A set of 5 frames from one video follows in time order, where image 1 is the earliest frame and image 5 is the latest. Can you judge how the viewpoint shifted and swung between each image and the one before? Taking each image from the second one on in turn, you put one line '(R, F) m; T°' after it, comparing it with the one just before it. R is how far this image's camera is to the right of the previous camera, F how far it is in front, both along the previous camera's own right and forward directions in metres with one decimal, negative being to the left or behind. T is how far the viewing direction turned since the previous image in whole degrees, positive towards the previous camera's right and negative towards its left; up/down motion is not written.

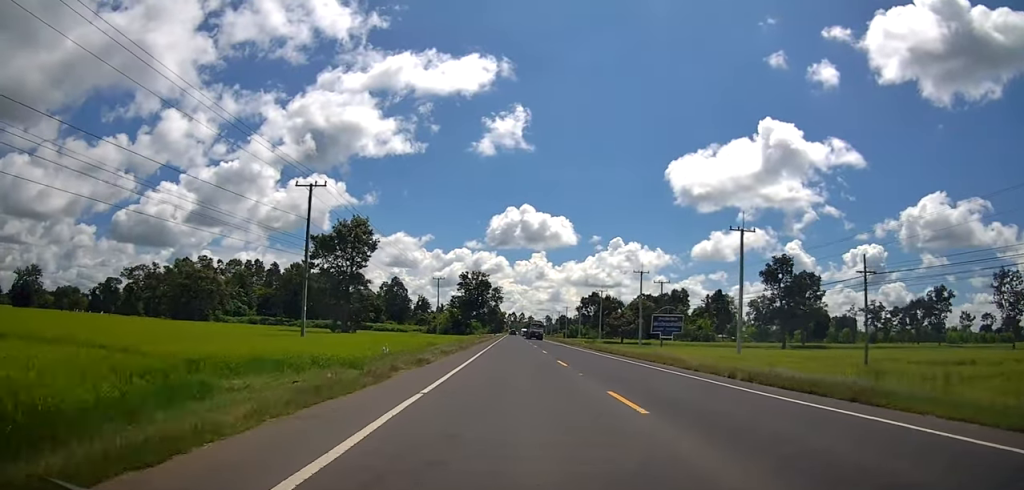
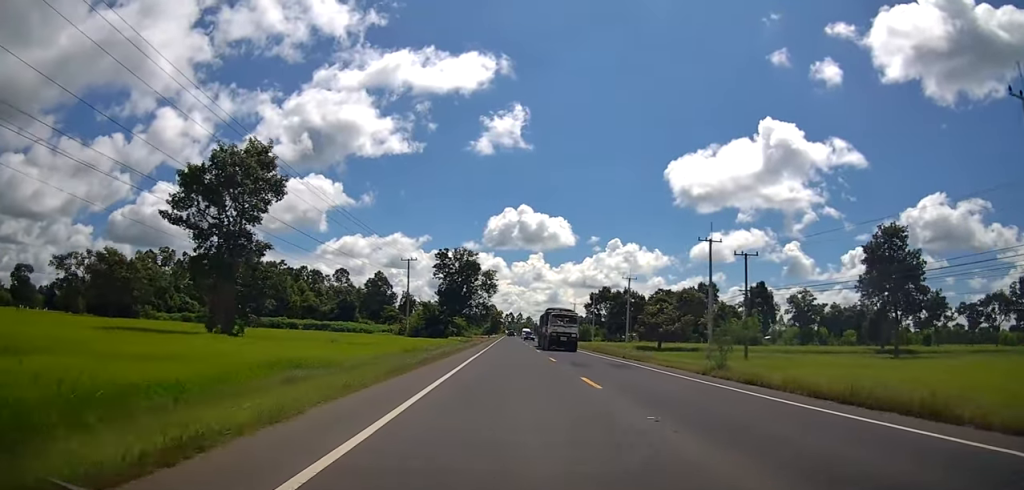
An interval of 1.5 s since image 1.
(+0.6, +32.4) m; -1°
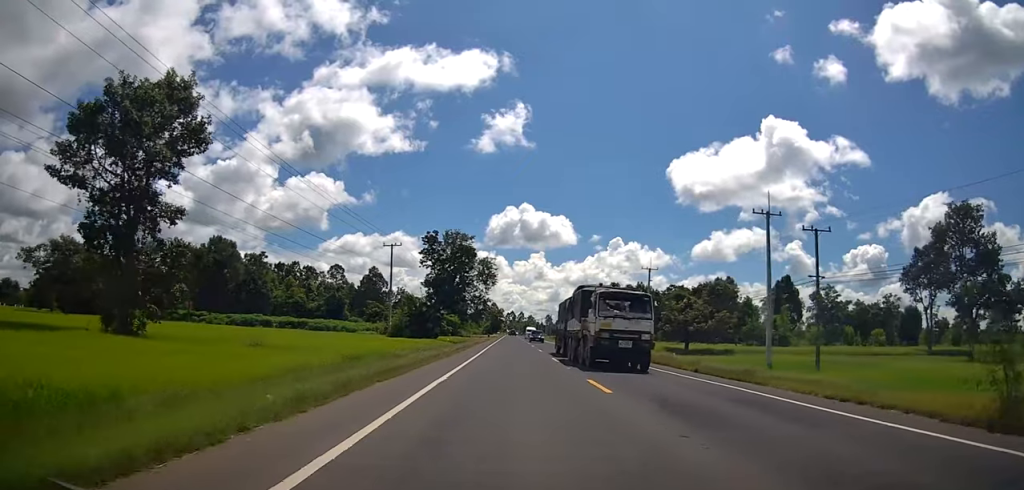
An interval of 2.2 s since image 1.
(-0.3, +13.4) m; -1°
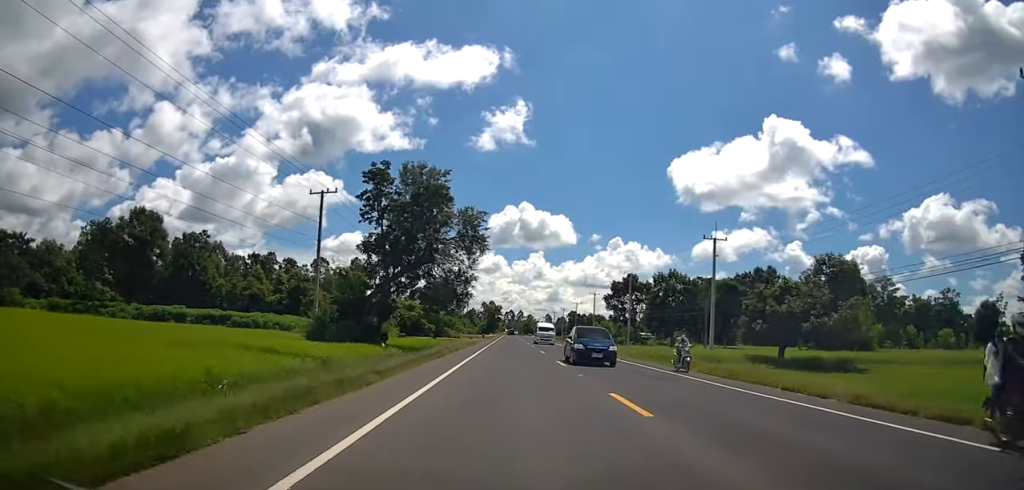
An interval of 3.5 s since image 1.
(+0.6, +27.8) m; +2°
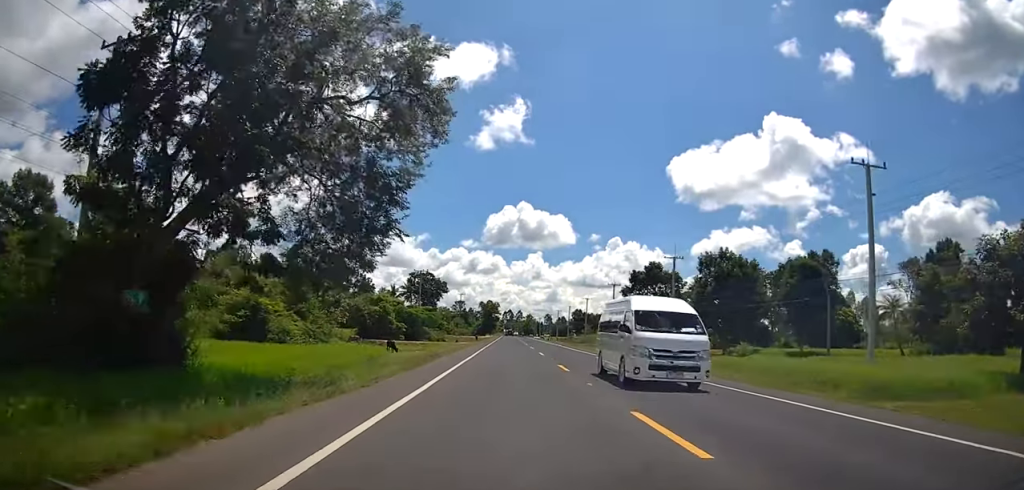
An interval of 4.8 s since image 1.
(-0.1, +26.9) m; 0°
